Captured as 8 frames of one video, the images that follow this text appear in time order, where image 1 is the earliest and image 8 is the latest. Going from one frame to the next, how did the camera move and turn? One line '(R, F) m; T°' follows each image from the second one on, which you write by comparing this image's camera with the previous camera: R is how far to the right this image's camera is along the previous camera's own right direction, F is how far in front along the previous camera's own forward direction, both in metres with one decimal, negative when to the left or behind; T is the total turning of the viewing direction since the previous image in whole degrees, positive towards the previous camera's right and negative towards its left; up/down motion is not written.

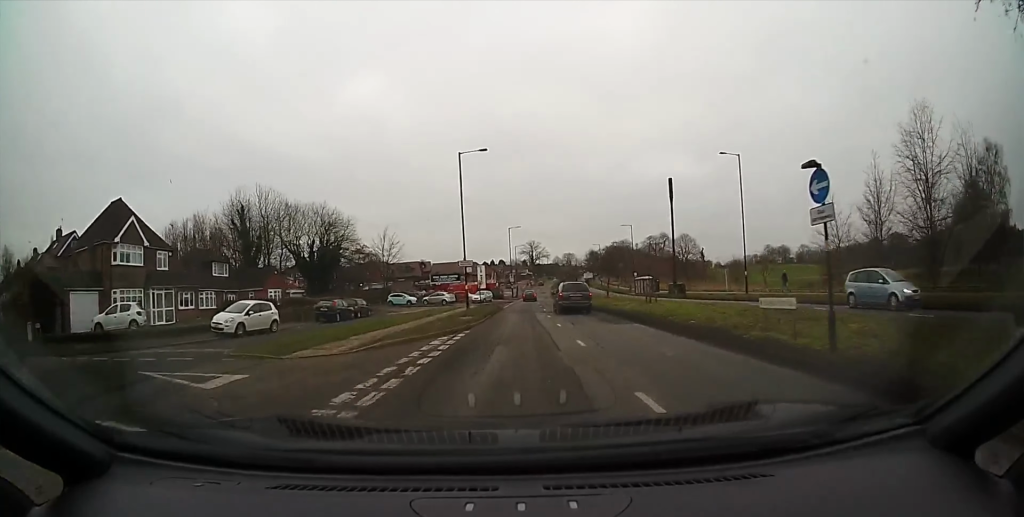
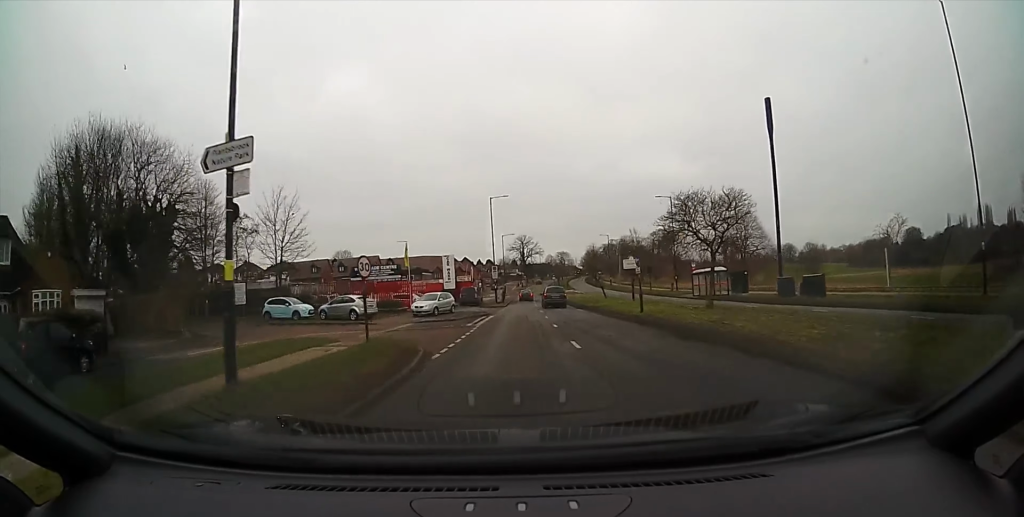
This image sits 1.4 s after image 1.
(+0.2, +24.7) m; +2°
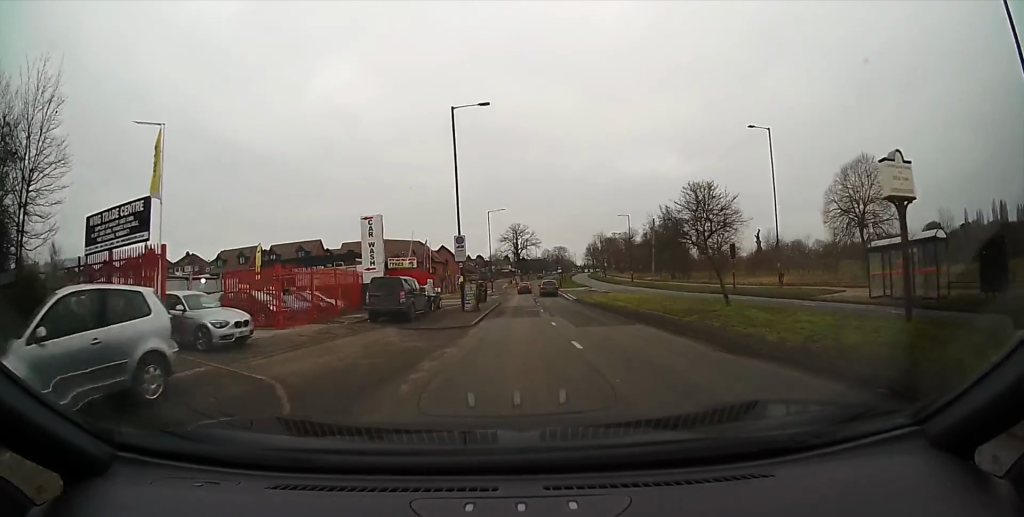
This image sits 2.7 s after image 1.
(+0.6, +23.7) m; +1°
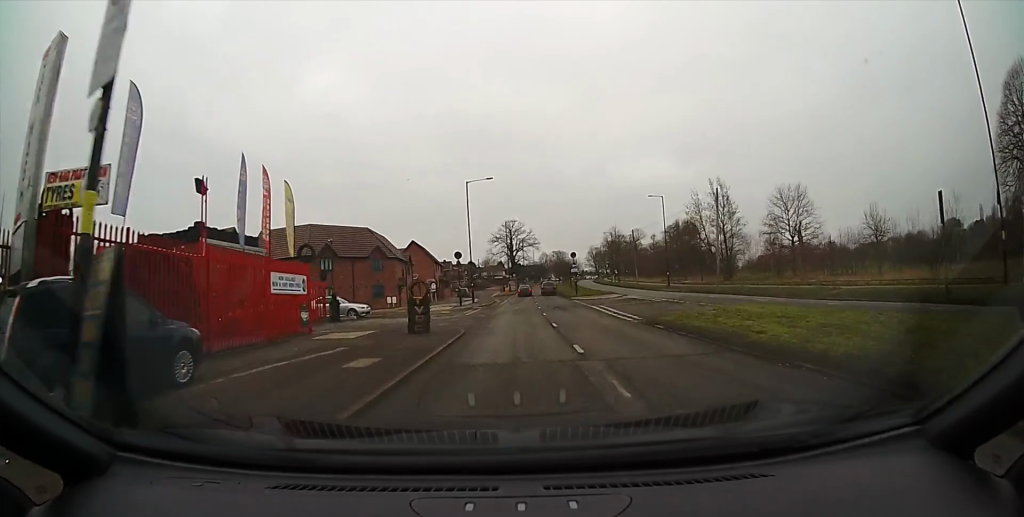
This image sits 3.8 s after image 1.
(0.0, +20.5) m; +1°
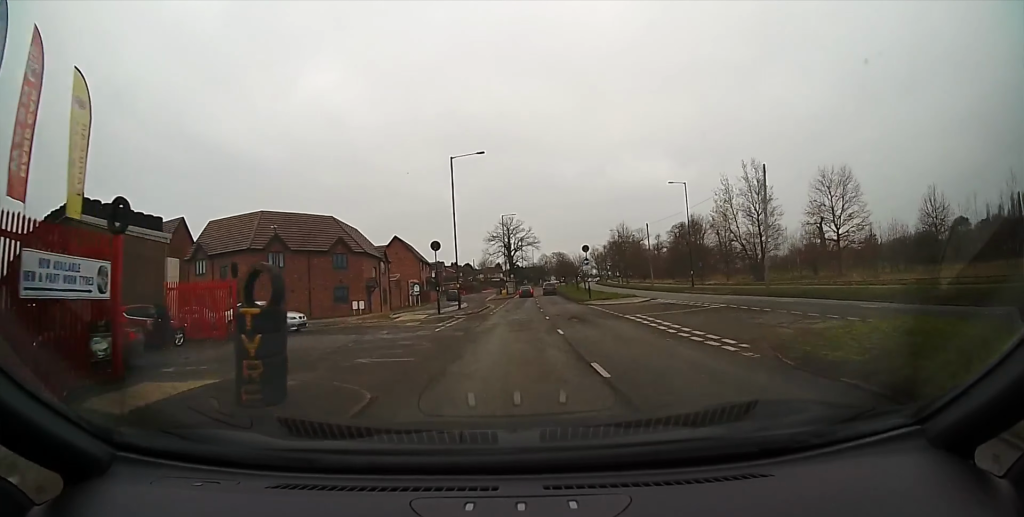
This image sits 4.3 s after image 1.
(-0.1, +8.4) m; 0°
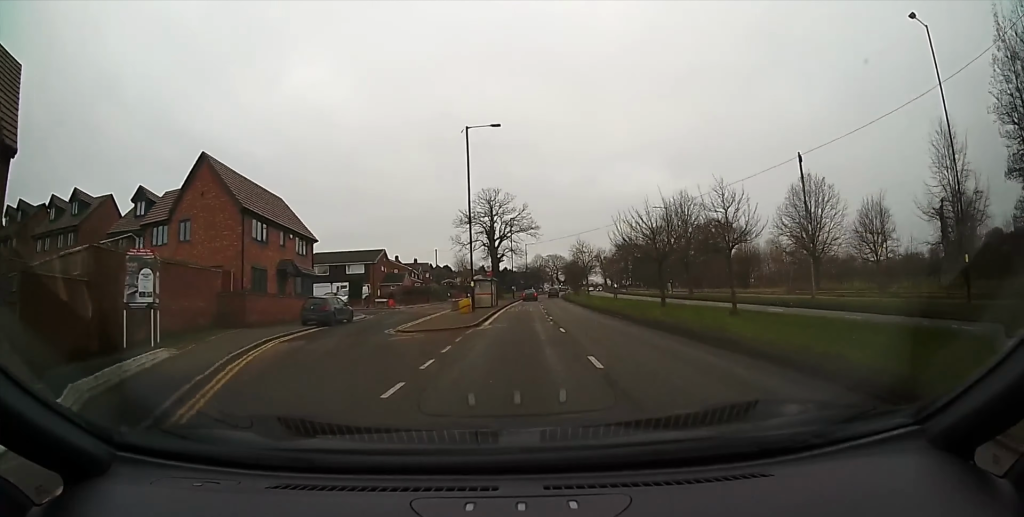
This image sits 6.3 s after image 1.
(+0.5, +35.8) m; +1°
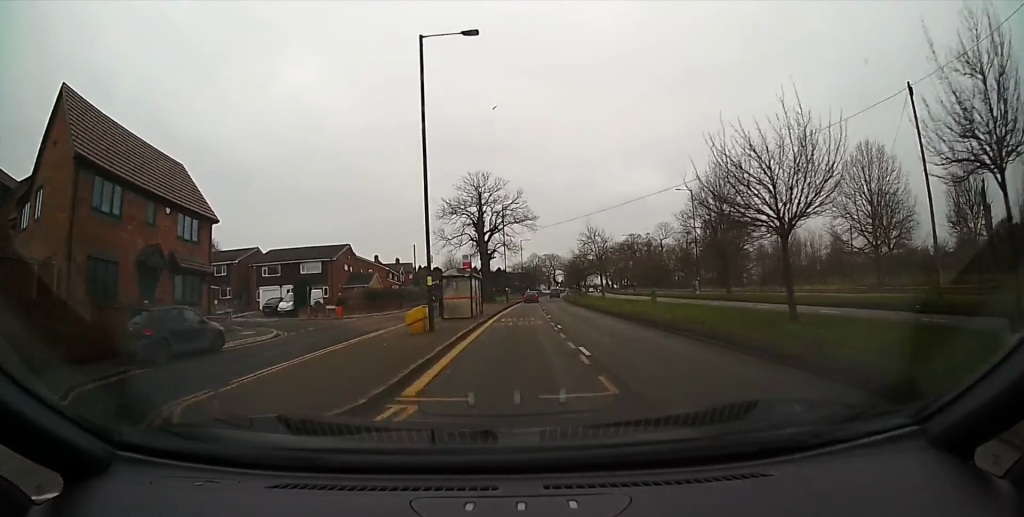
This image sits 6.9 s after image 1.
(0.0, +10.7) m; +1°
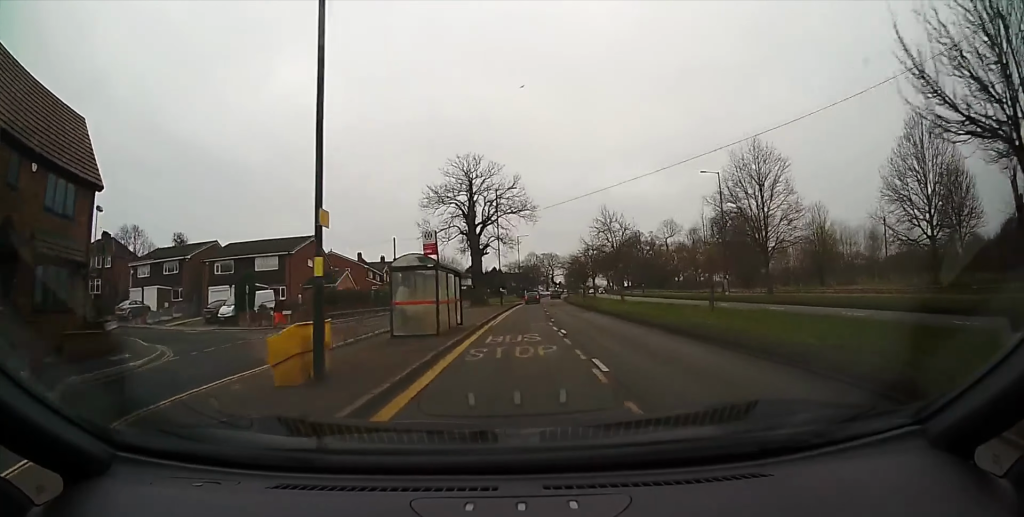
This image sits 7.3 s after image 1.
(-0.1, +7.7) m; +1°
